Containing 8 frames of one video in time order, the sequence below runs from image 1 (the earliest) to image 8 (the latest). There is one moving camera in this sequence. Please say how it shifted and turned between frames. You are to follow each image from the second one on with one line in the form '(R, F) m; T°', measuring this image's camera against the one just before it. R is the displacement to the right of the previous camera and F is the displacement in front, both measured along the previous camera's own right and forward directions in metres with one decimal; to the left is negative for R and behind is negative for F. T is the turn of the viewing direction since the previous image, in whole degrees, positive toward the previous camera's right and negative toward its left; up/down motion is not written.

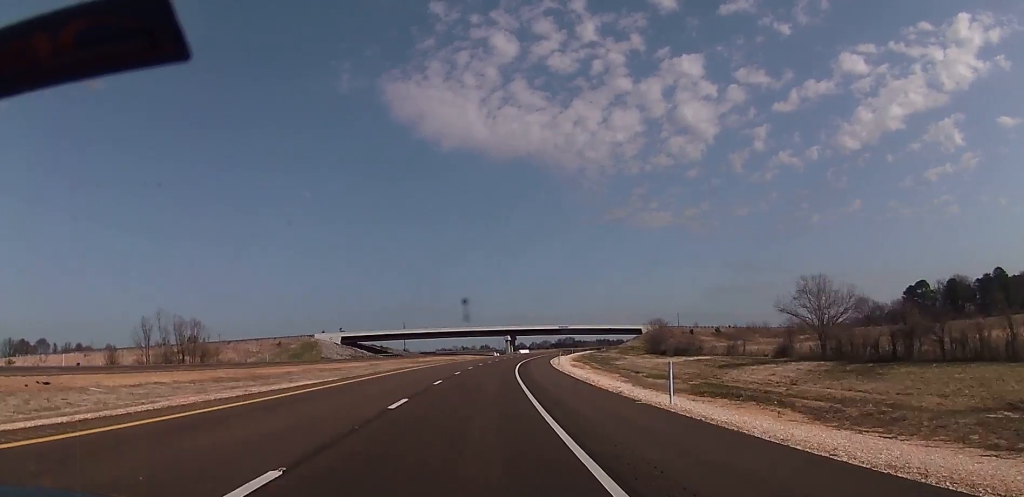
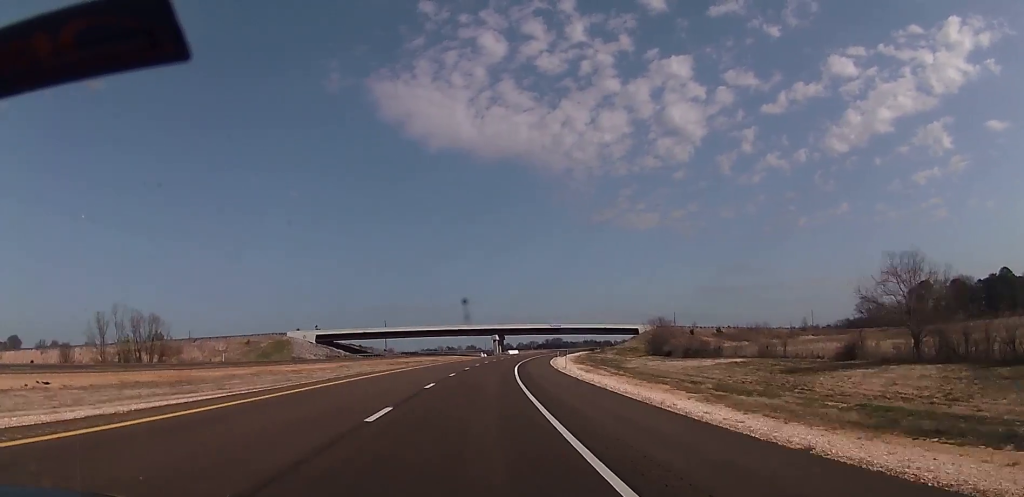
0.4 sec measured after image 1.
(0.0, +15.4) m; 0°
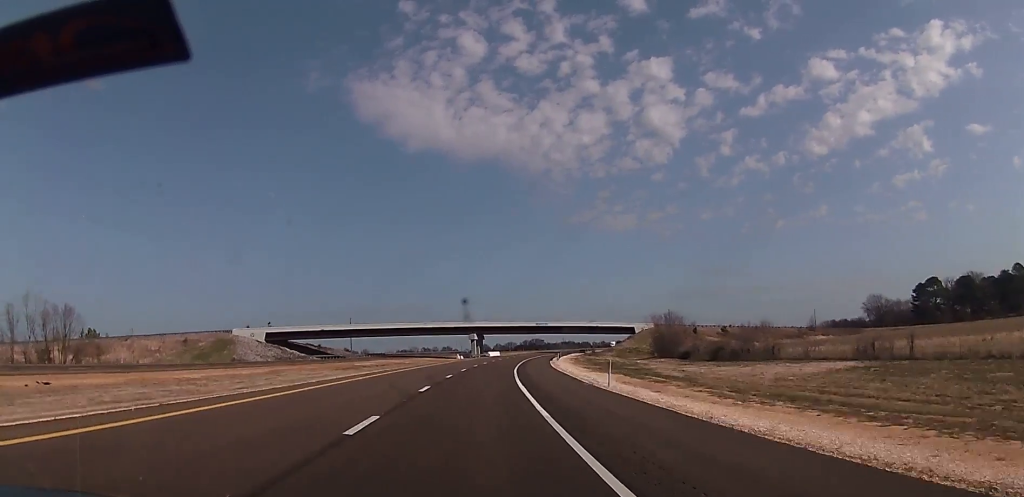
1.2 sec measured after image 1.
(+0.2, +26.2) m; +2°
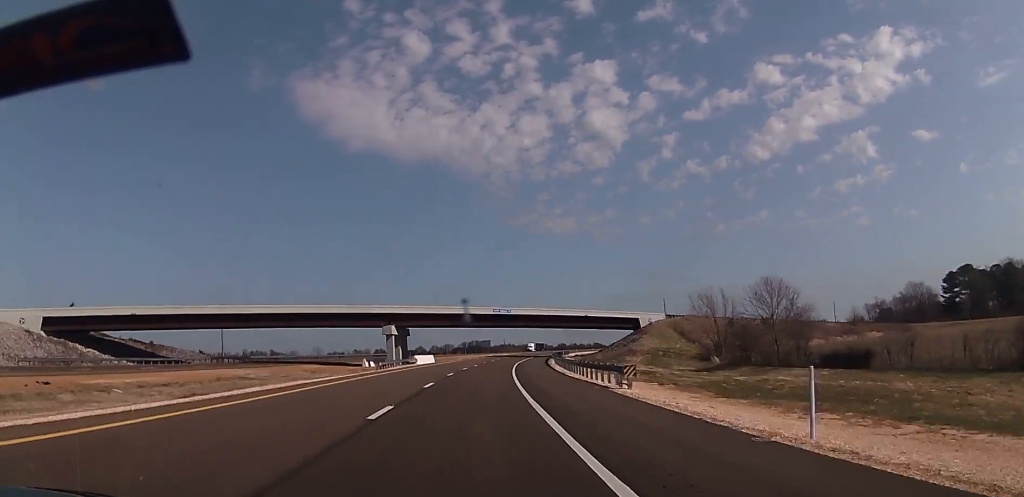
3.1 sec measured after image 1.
(+4.3, +70.1) m; +6°
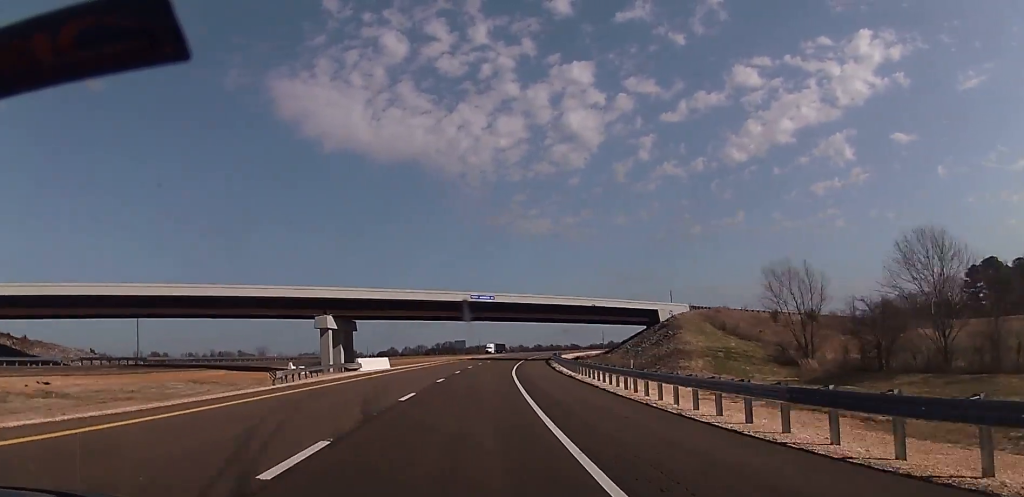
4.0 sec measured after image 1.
(+0.5, +30.9) m; +2°
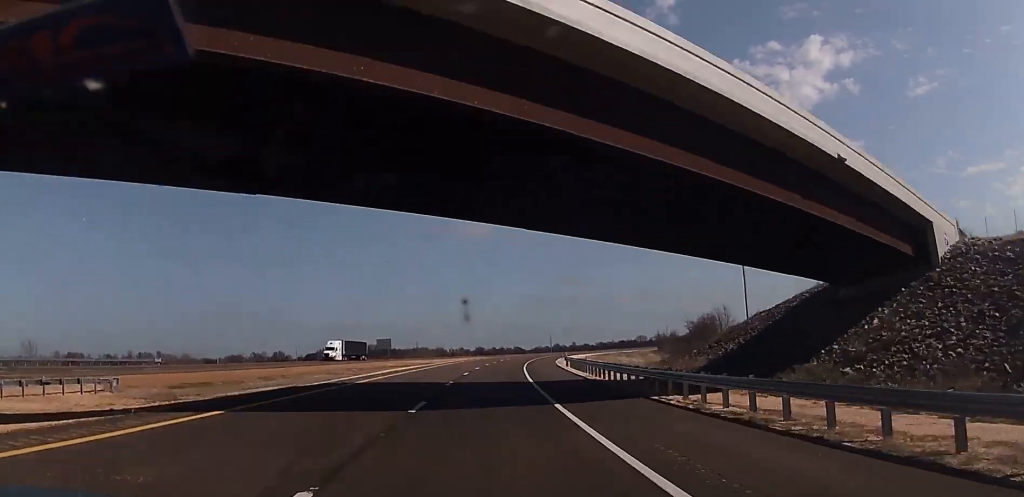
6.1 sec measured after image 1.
(+4.4, +76.0) m; +6°
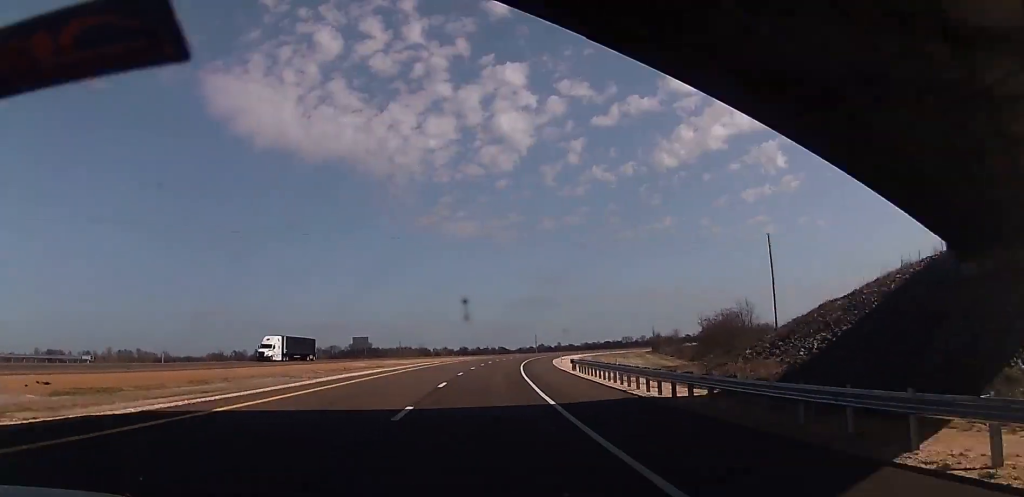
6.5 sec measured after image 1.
(0.0, +14.3) m; +1°
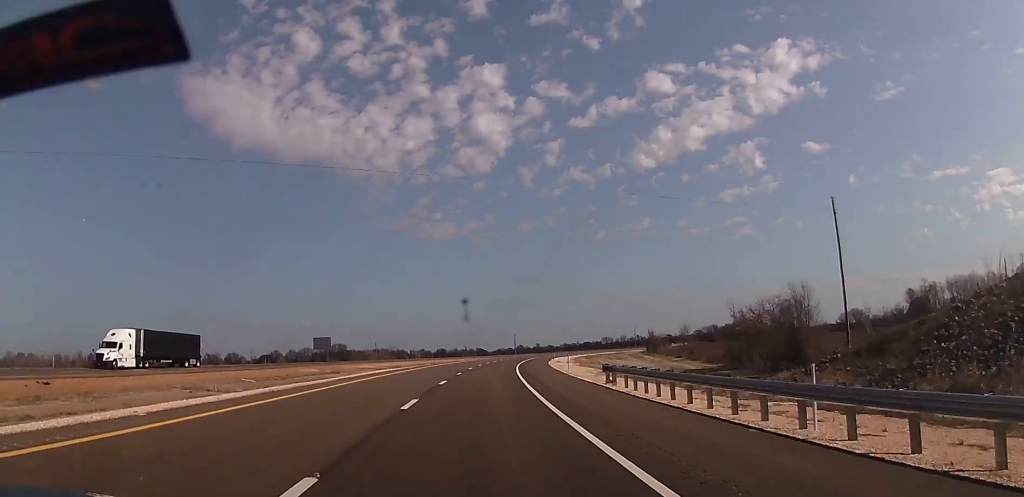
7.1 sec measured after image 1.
(+0.2, +21.3) m; +2°
